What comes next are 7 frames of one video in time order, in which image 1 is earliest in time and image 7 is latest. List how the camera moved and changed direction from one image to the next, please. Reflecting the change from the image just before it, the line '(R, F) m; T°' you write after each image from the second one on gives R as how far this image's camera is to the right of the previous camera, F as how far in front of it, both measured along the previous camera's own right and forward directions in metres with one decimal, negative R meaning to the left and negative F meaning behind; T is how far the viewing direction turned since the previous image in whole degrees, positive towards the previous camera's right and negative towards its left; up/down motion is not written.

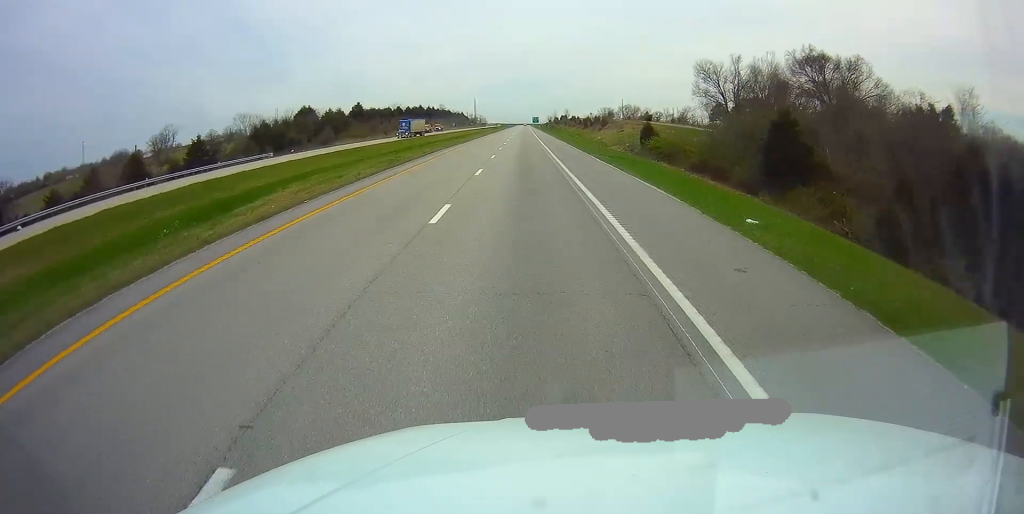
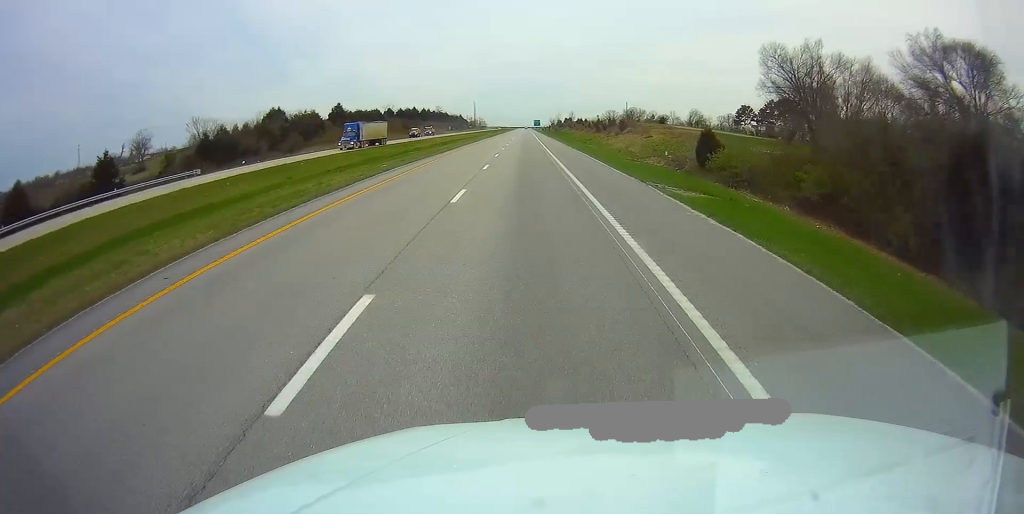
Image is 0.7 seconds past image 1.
(-0.1, +20.7) m; 0°
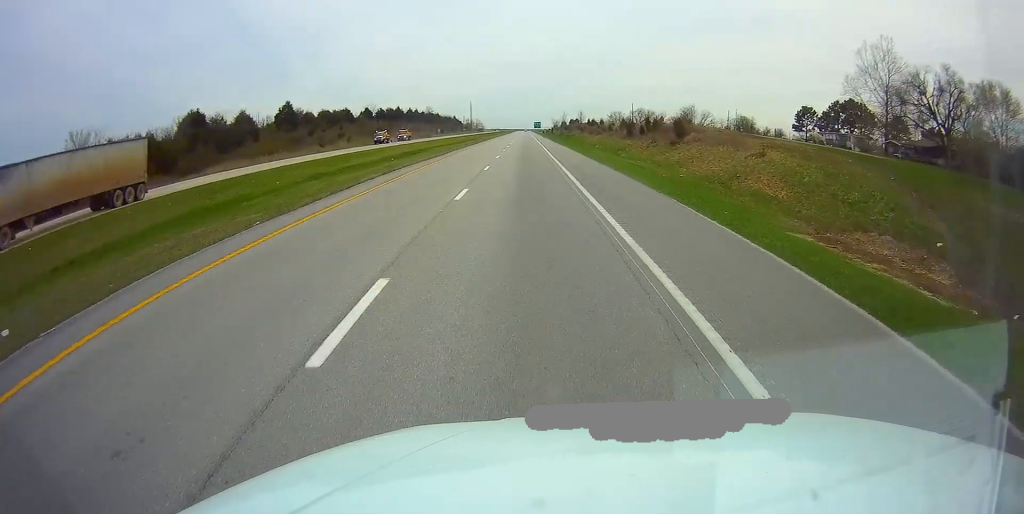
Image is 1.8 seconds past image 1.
(0.0, +35.9) m; 0°
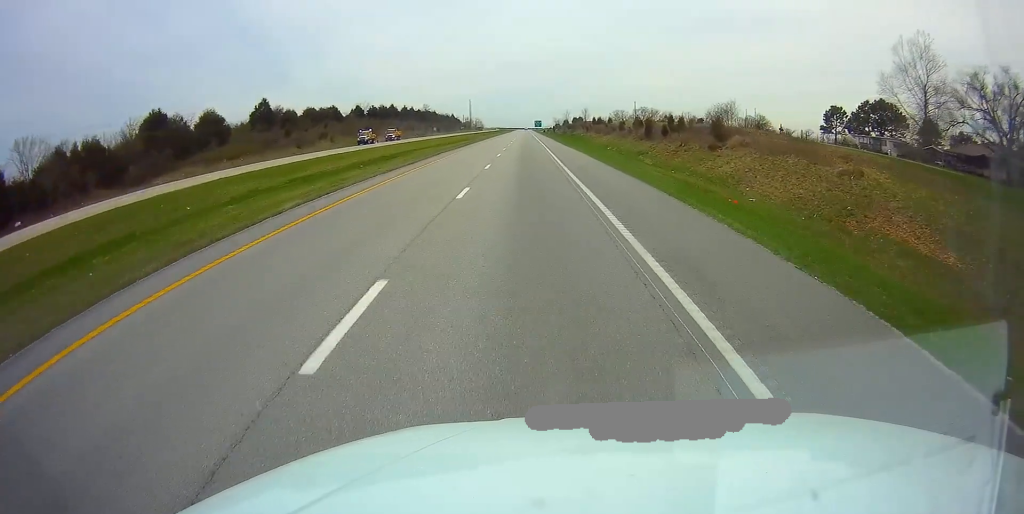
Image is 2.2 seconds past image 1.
(0.0, +12.3) m; 0°
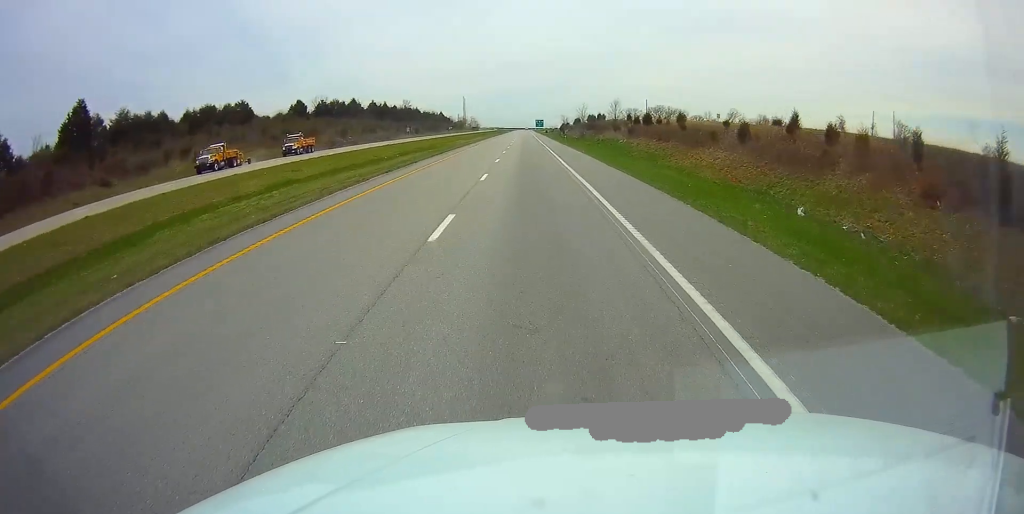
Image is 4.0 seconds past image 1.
(+0.2, +55.4) m; 0°
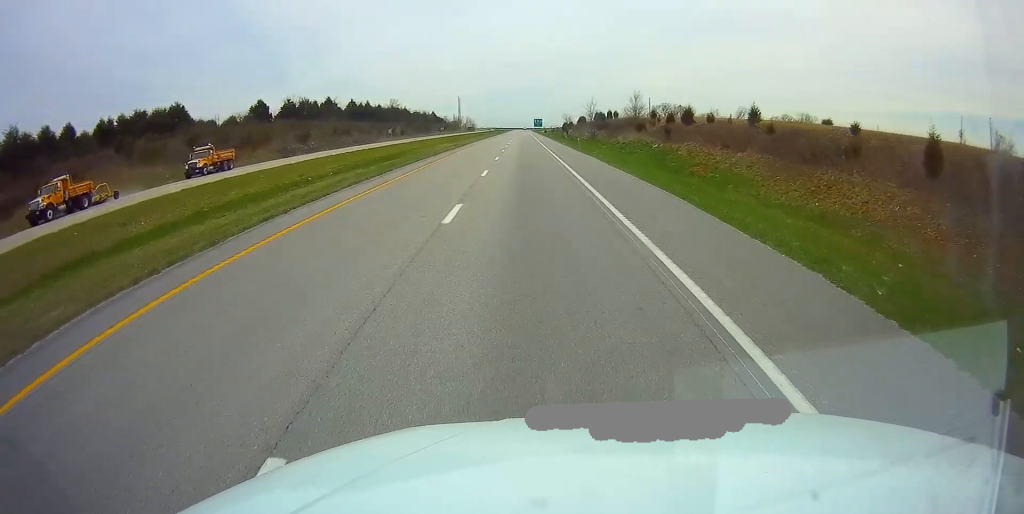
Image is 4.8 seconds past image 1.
(-0.1, +22.5) m; 0°
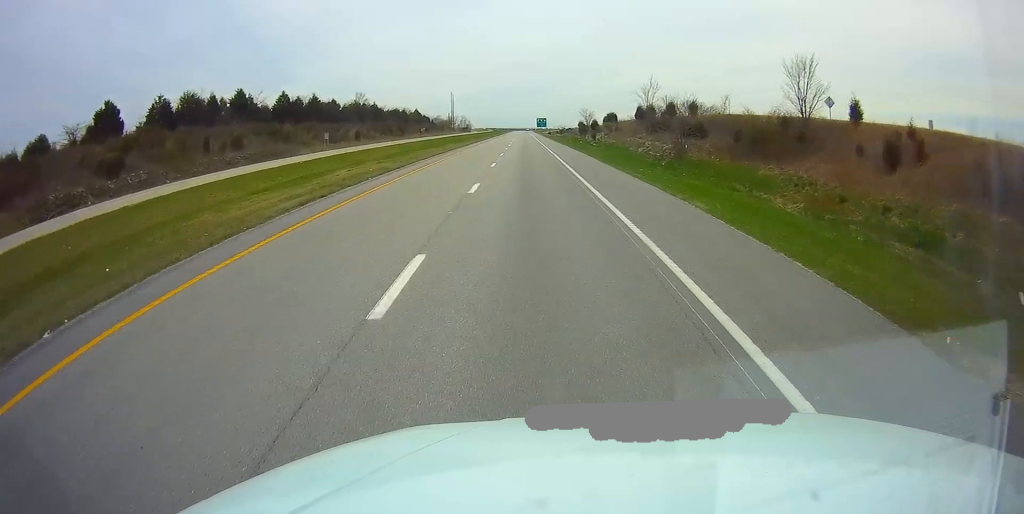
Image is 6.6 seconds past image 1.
(0.0, +55.3) m; 0°
